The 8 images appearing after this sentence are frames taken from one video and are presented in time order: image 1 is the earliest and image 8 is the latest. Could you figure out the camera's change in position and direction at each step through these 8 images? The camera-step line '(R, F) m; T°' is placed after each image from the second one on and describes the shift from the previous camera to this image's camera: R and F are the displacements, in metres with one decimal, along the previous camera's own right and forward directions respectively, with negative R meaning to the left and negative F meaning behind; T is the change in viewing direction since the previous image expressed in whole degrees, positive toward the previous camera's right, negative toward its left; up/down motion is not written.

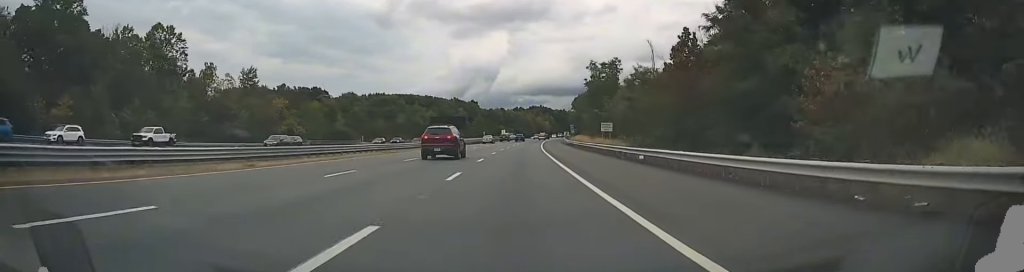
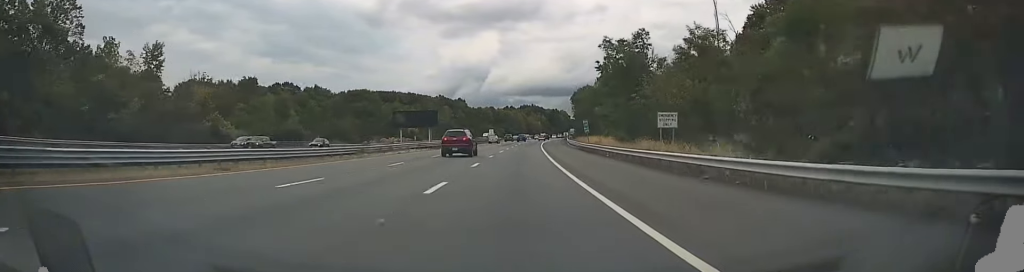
(+0.1, +26.9) m; +1°
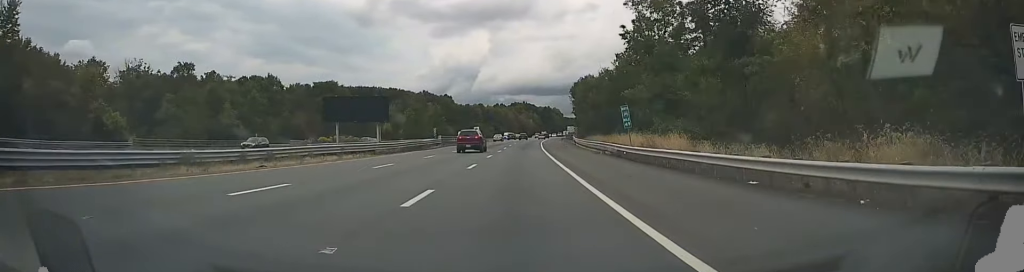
(+0.3, +26.4) m; +1°
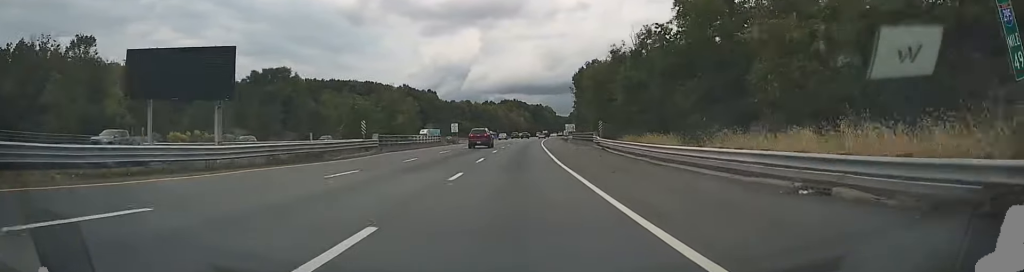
(+0.2, +30.6) m; +1°
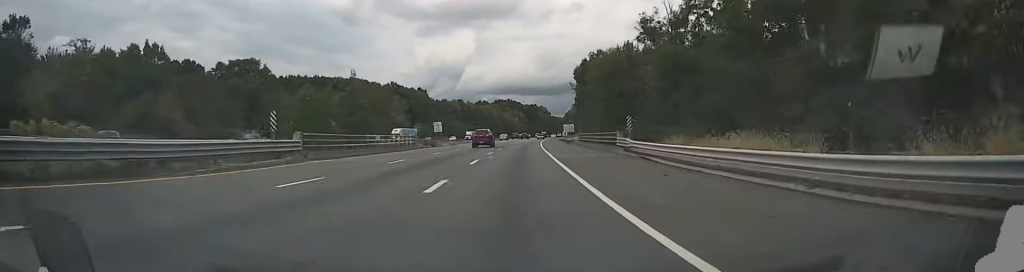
(0.0, +14.6) m; 0°
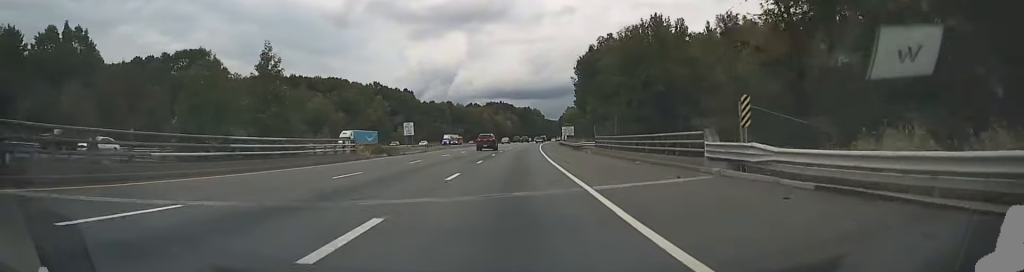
(+0.2, +20.0) m; 0°
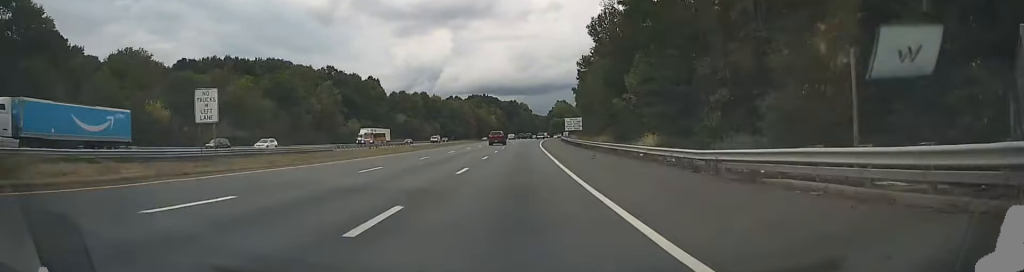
(+0.5, +46.2) m; +2°
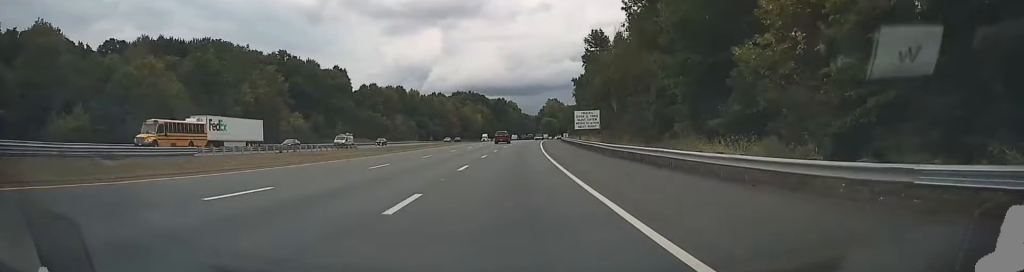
(+0.3, +34.7) m; +1°
